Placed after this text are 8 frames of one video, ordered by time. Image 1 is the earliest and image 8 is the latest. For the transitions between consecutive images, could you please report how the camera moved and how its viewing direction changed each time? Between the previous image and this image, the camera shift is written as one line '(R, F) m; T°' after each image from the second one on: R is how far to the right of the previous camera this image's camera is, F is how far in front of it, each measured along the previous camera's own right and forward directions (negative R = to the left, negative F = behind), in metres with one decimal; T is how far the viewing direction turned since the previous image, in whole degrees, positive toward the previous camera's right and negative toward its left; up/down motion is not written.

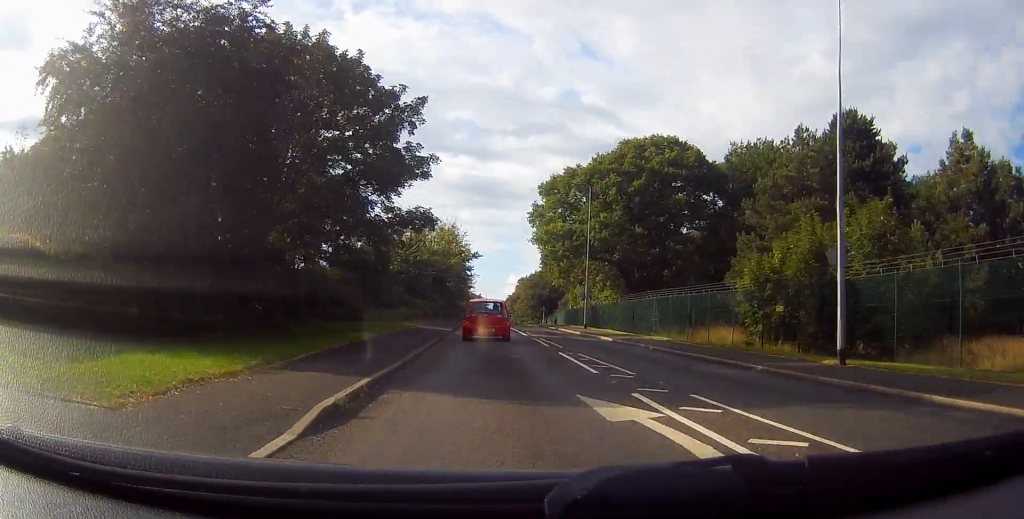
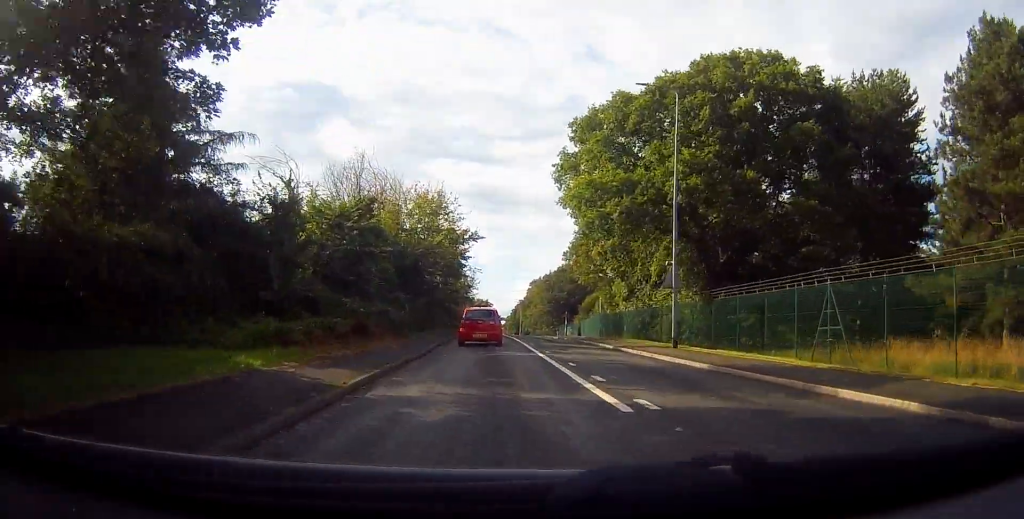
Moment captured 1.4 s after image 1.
(-0.2, +21.4) m; -1°
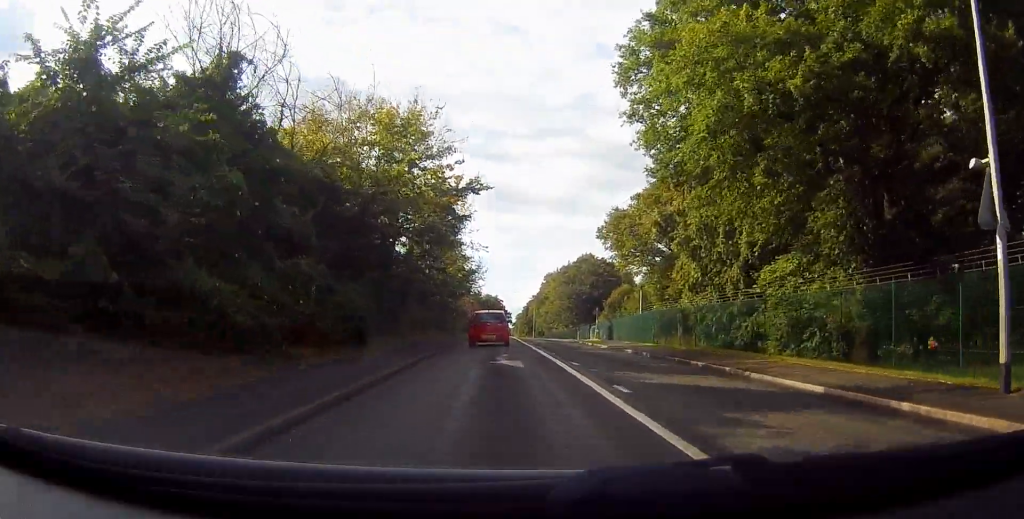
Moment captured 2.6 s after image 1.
(+0.1, +16.9) m; +1°
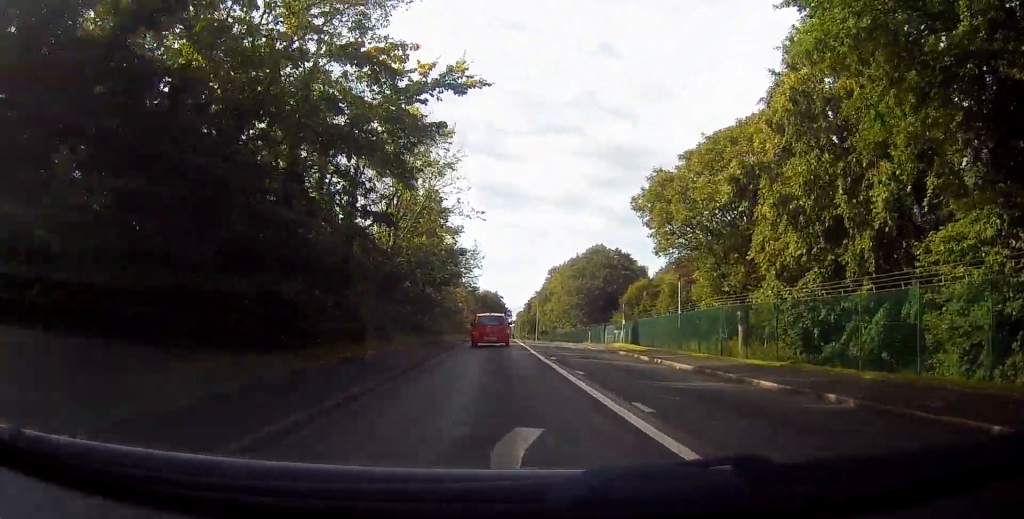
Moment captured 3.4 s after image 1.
(+0.3, +13.0) m; -1°
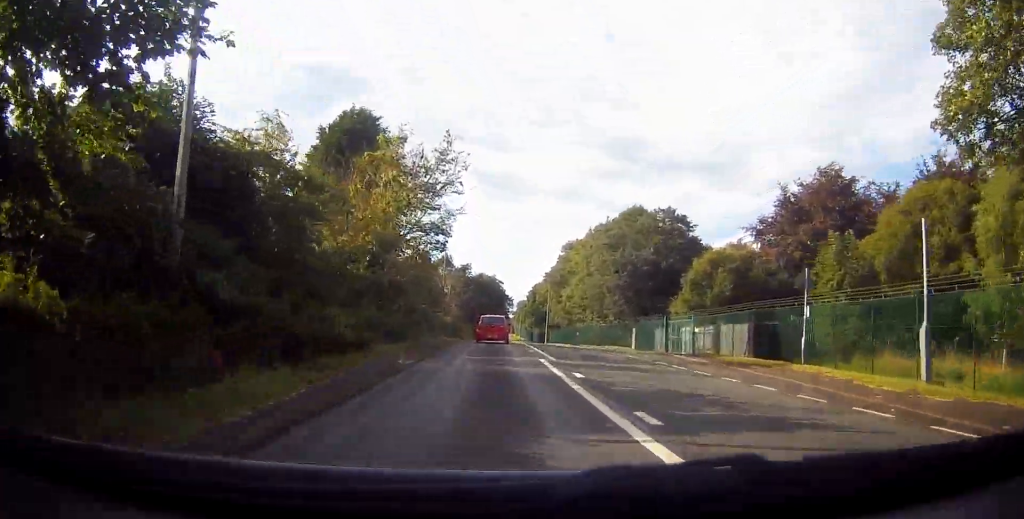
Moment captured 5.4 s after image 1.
(-0.4, +29.9) m; 0°
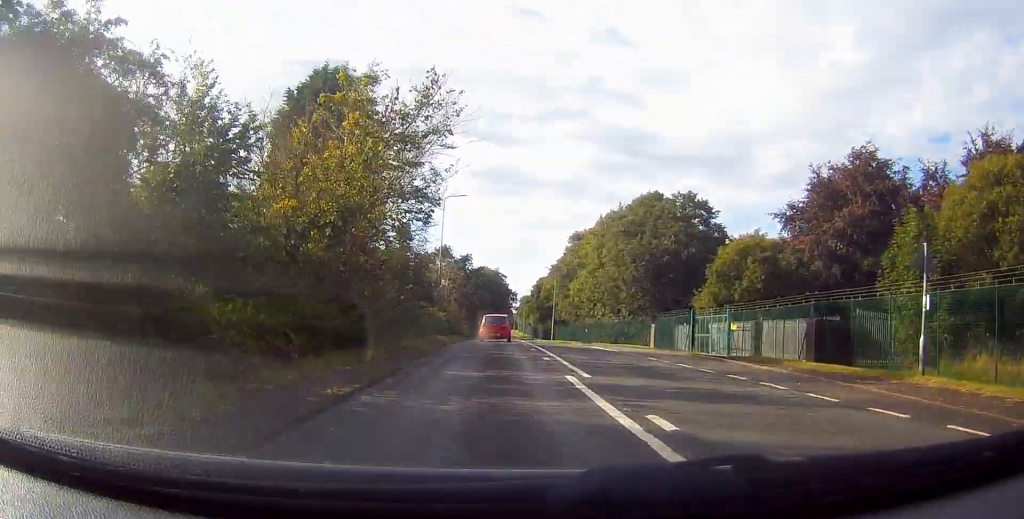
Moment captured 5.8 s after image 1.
(-0.1, +6.5) m; 0°
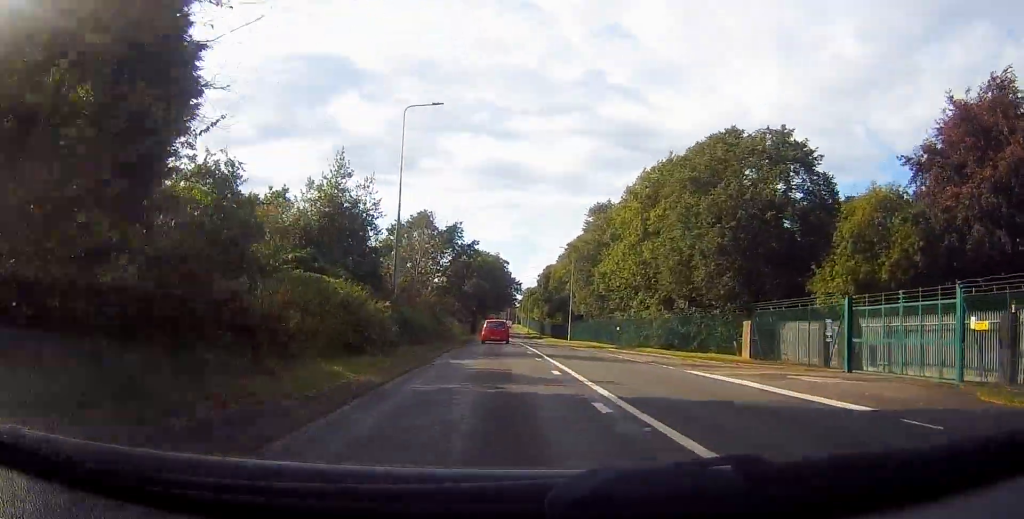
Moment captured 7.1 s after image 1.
(0.0, +20.9) m; +1°
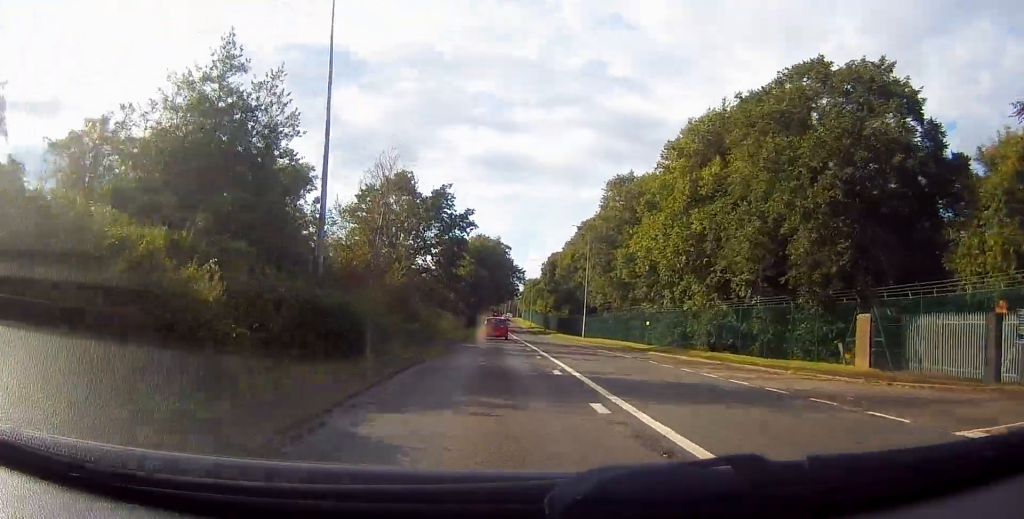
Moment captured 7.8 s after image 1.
(+0.1, +11.9) m; 0°
